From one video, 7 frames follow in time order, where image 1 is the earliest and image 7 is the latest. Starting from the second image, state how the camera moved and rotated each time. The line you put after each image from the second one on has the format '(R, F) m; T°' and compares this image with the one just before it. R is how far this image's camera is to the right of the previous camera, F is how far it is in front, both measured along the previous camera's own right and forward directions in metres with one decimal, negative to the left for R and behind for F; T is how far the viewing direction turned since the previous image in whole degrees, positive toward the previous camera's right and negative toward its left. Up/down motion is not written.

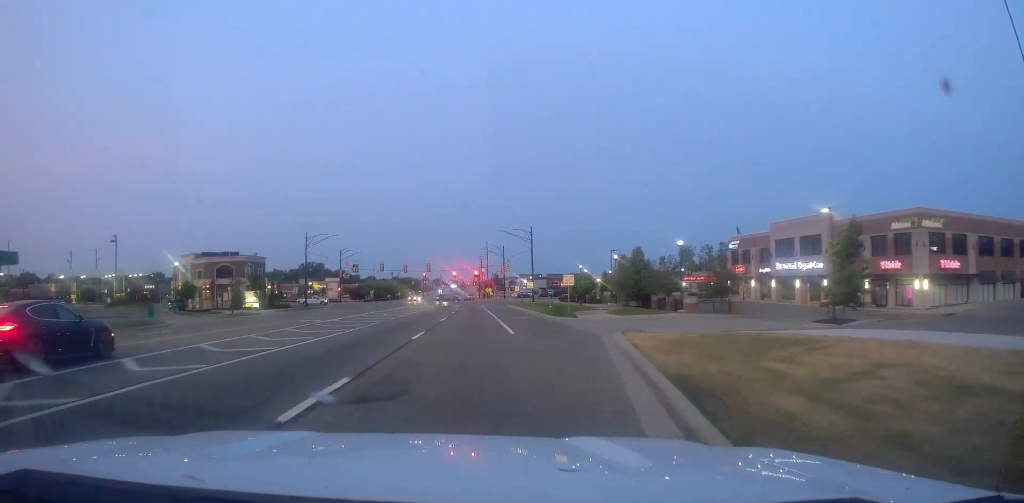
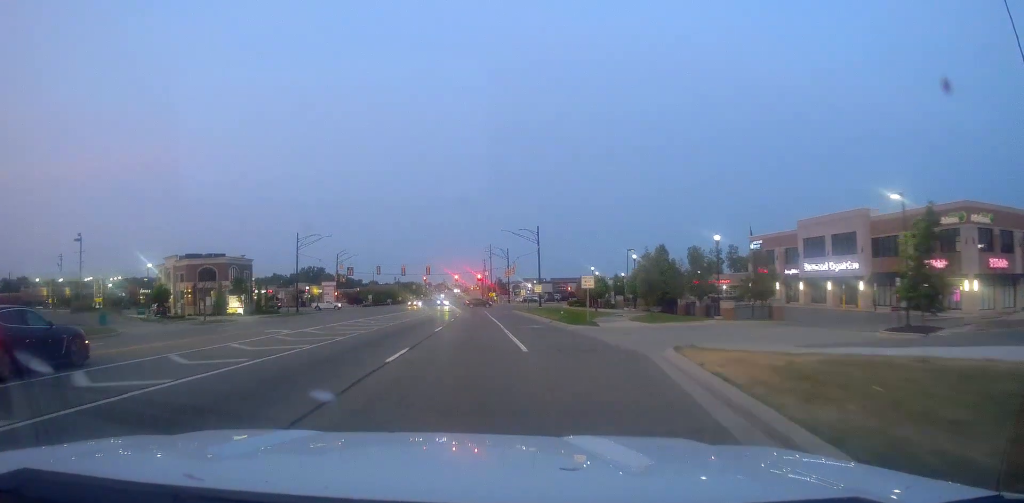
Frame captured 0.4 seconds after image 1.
(+0.1, +7.0) m; +1°
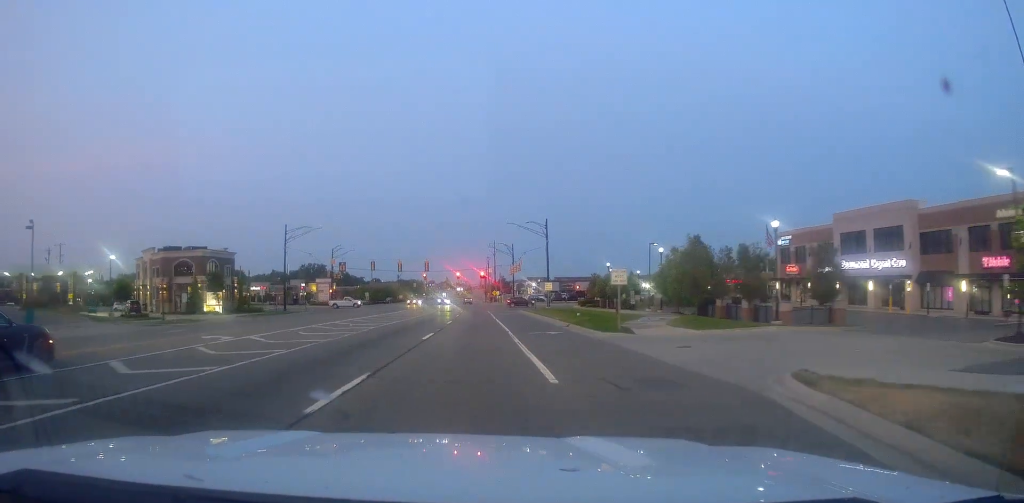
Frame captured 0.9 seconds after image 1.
(0.0, +8.0) m; 0°
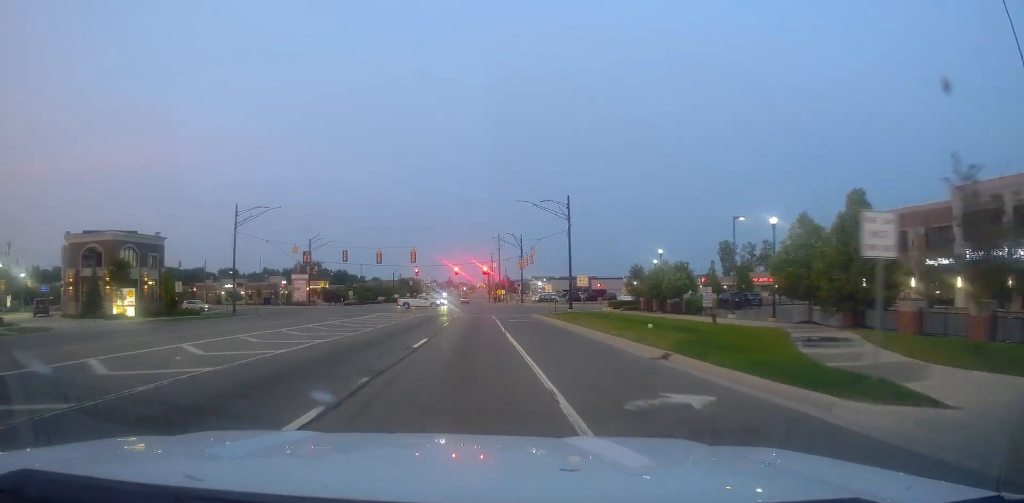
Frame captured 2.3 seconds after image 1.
(0.0, +20.6) m; 0°
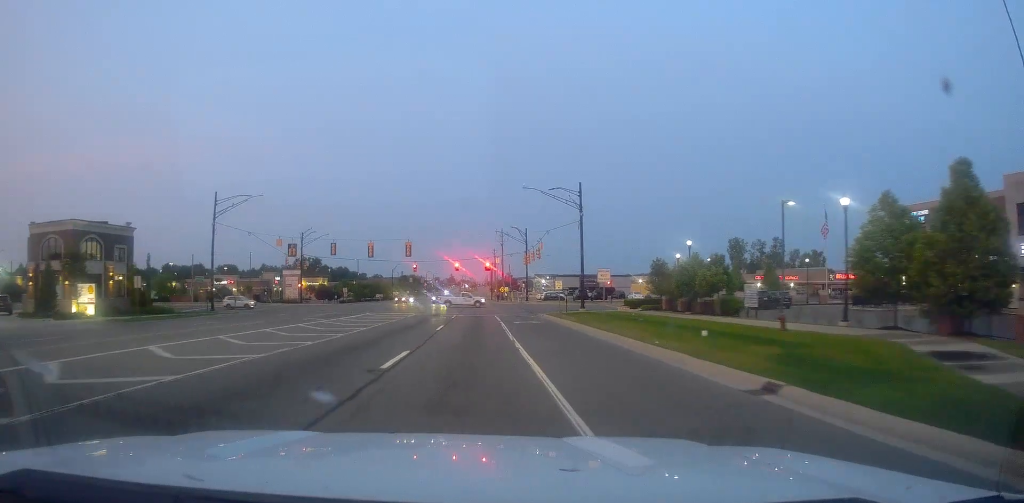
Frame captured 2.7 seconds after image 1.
(0.0, +6.8) m; 0°
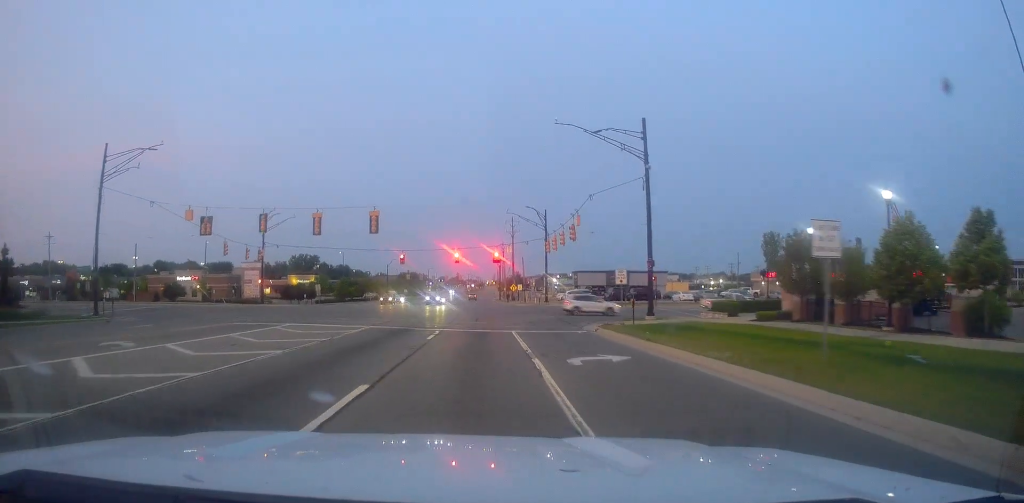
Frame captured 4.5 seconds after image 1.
(-0.3, +25.2) m; -2°
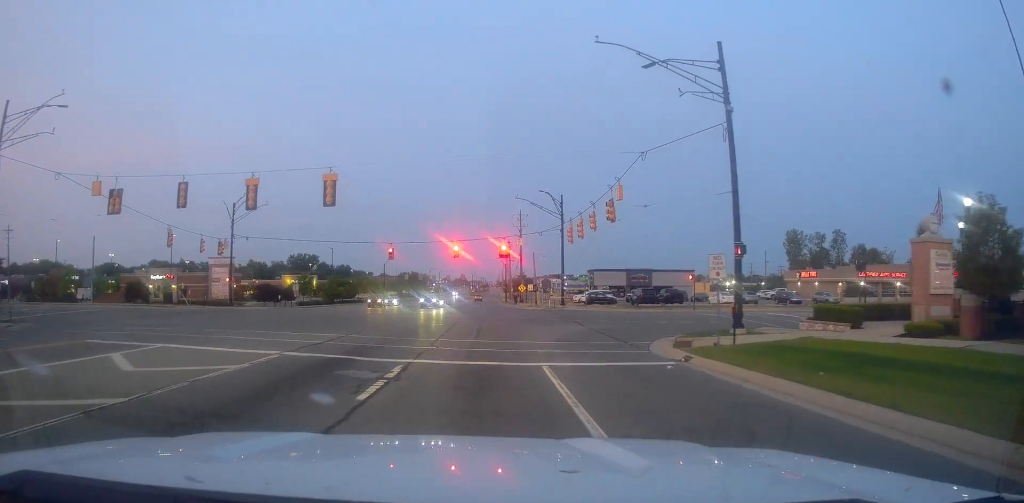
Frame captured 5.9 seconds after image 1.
(0.0, +16.5) m; +1°
